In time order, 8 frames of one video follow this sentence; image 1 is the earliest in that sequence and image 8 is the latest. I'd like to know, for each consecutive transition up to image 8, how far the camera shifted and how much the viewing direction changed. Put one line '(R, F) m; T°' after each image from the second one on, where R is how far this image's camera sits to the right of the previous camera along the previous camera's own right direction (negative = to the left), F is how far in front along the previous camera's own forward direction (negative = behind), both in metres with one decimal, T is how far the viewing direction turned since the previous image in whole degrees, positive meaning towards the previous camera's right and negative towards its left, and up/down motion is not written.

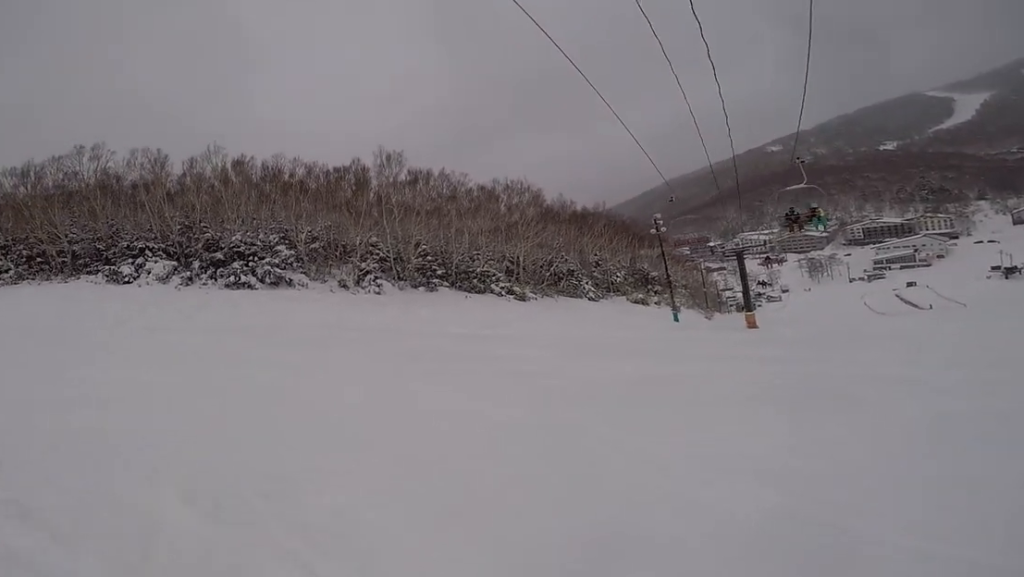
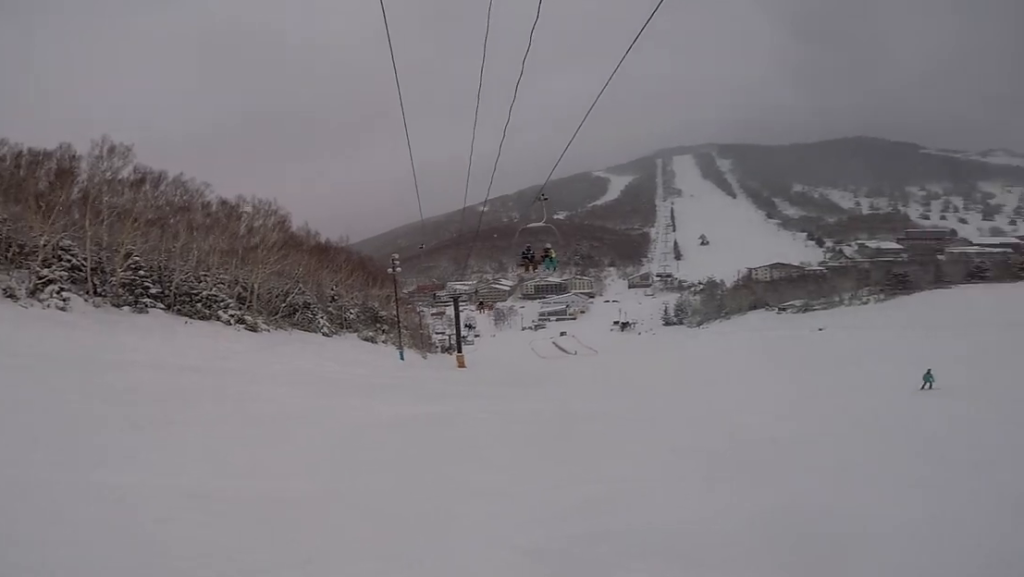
(-0.1, +2.1) m; 0°
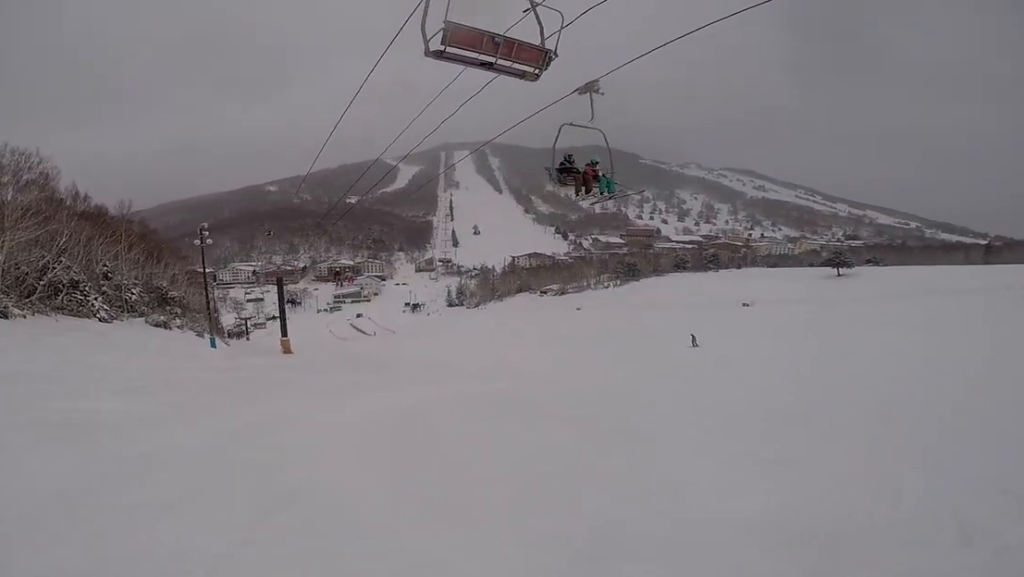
(+0.3, +6.5) m; +21°
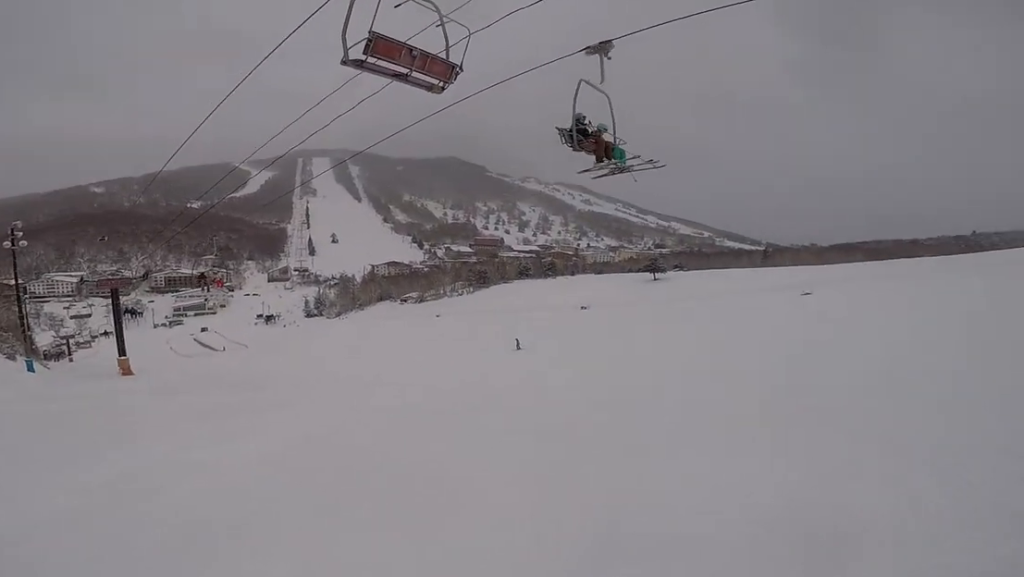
(-0.5, +2.2) m; +23°
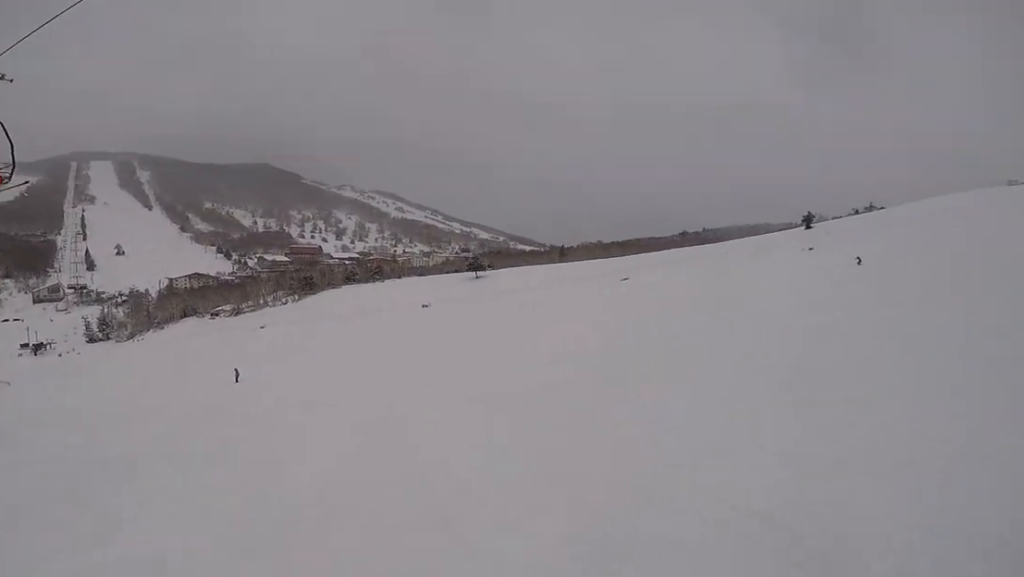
(+7.9, +8.2) m; +57°
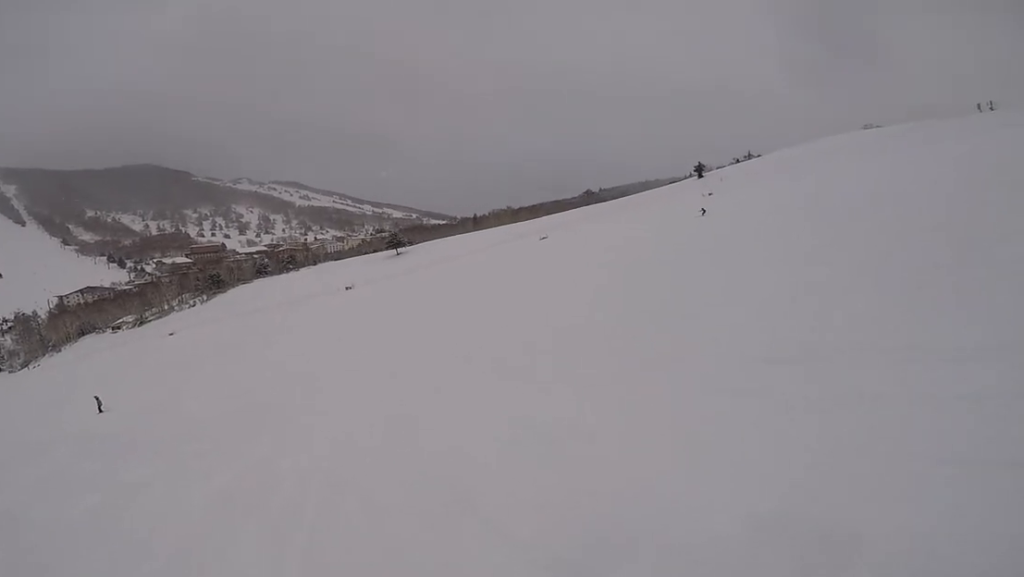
(0.0, +3.4) m; 0°
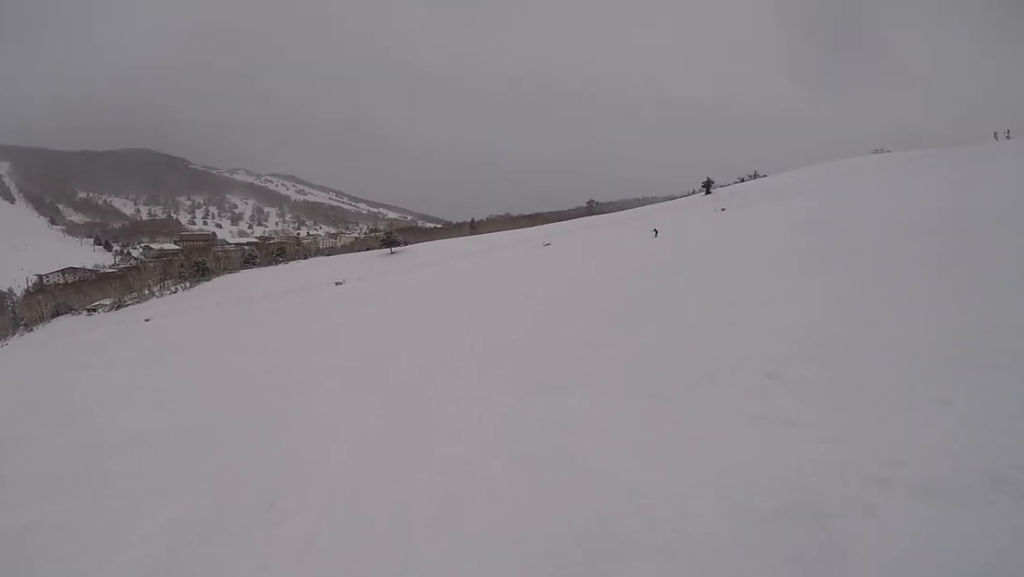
(0.0, +4.6) m; +4°
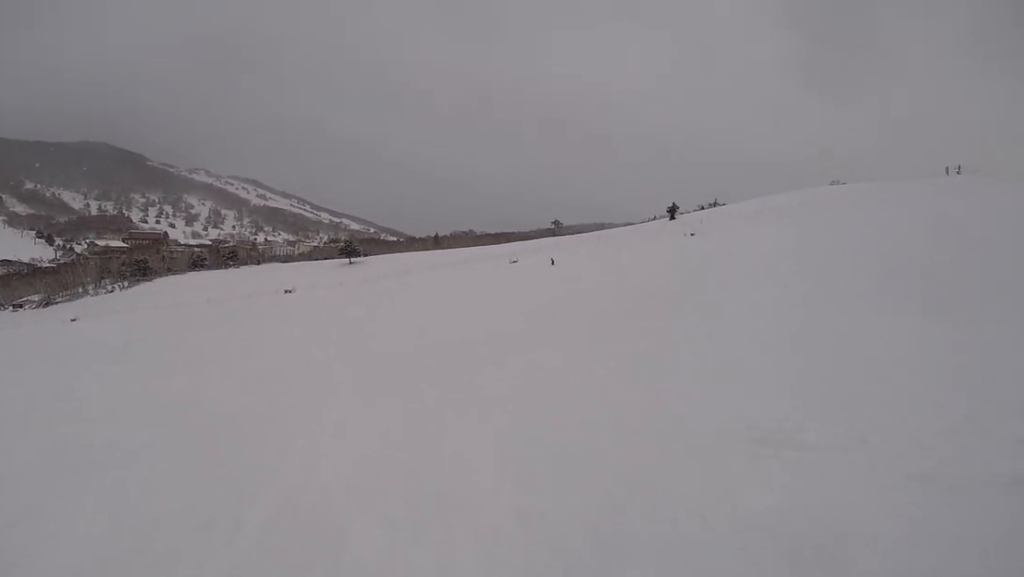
(+0.3, +5.4) m; +9°
